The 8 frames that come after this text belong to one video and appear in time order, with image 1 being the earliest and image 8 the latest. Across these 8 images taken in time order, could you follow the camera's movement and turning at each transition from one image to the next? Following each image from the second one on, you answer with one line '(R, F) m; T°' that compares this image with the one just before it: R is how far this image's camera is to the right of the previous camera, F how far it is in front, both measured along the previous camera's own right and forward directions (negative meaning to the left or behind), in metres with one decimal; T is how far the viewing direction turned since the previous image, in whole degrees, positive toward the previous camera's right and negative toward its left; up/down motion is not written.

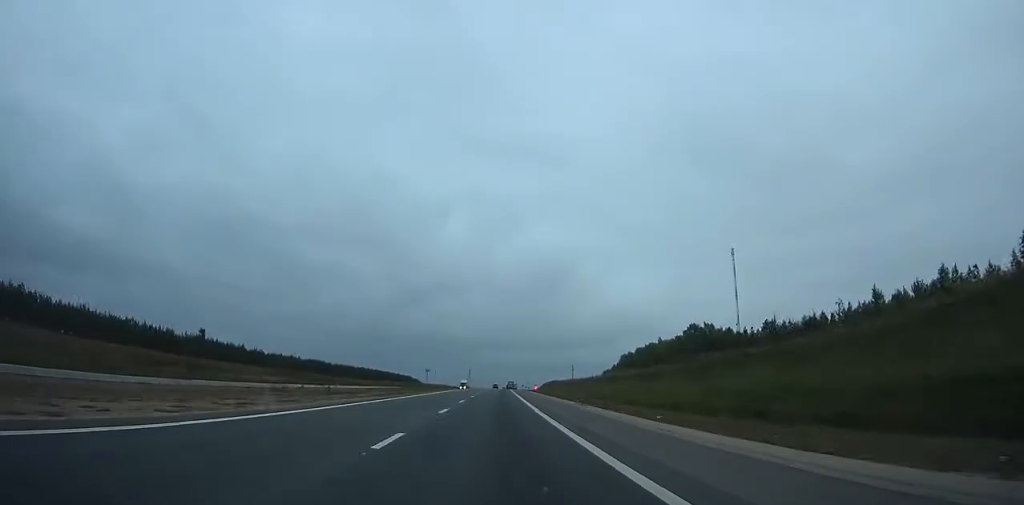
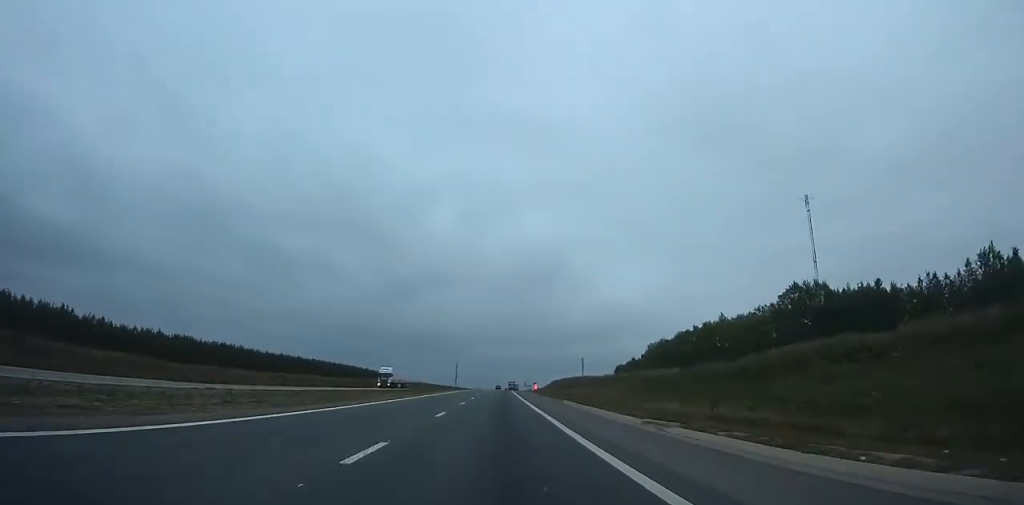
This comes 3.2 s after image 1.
(+0.5, +86.2) m; +1°
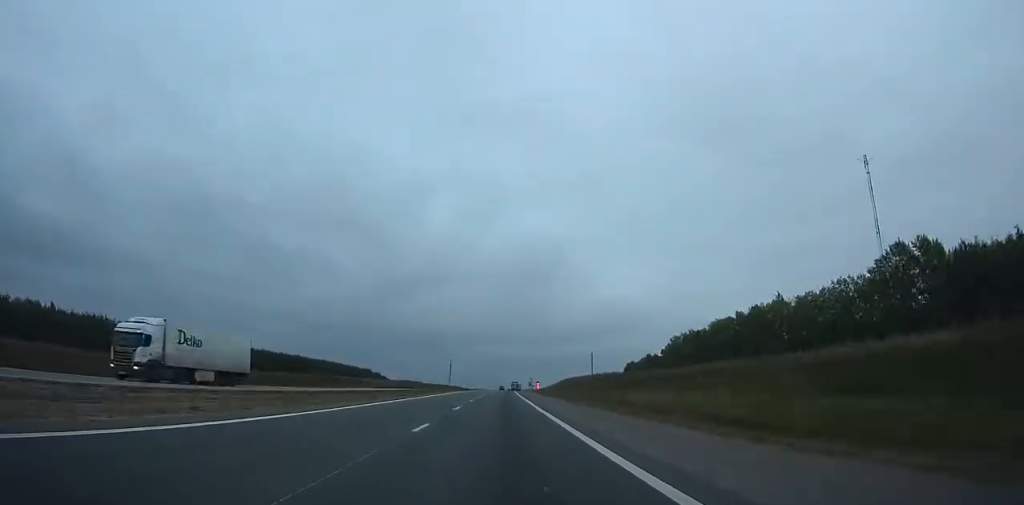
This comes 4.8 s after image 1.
(+0.1, +42.5) m; 0°
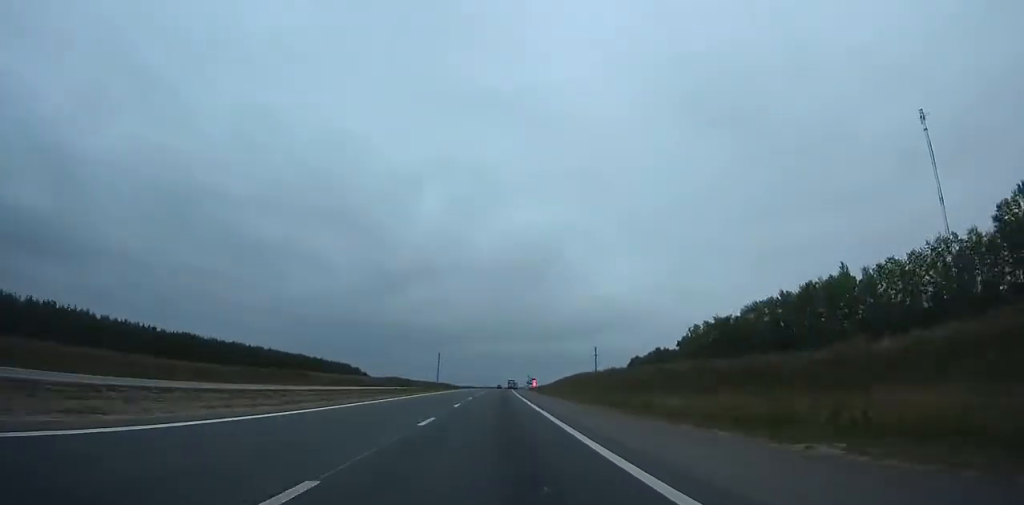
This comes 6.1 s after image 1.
(-0.2, +34.5) m; 0°
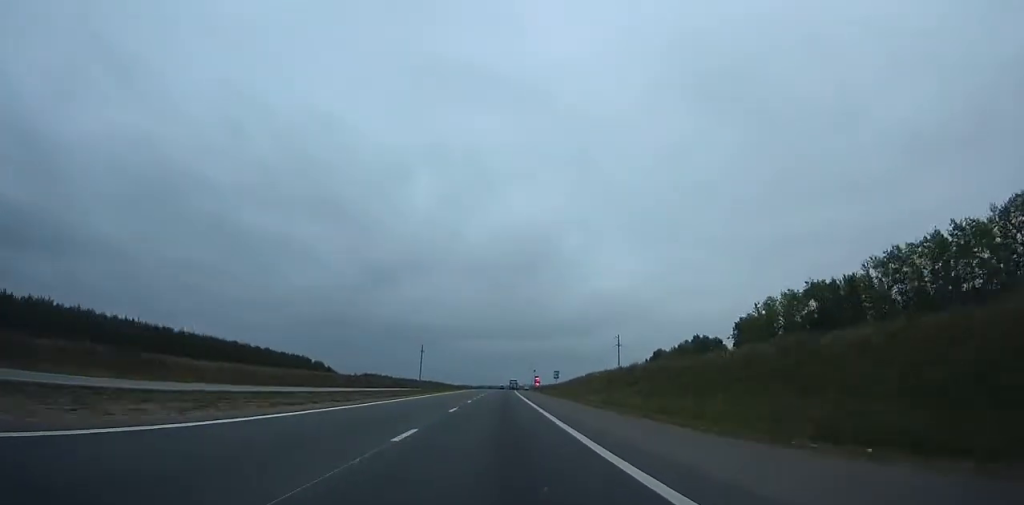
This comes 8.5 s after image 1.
(+0.8, +63.0) m; +1°
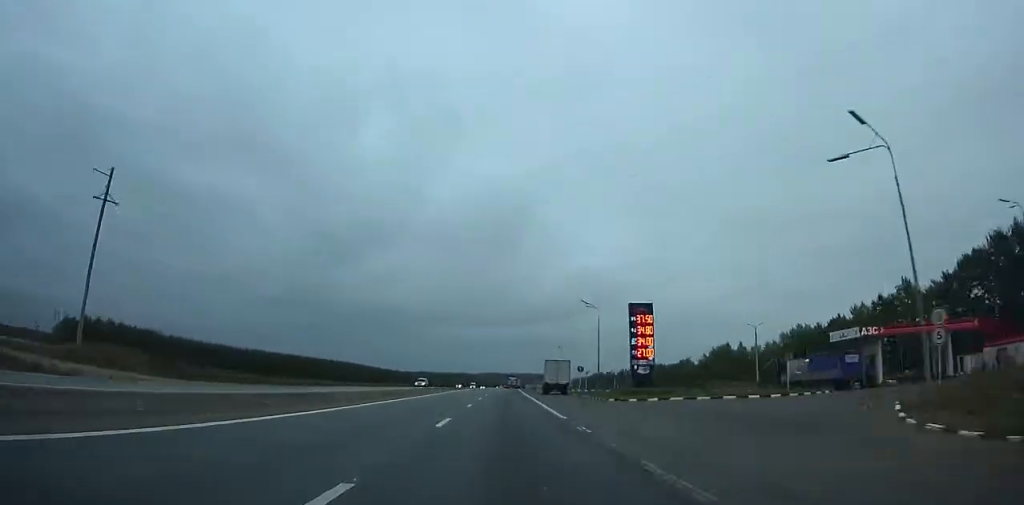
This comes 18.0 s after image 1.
(+5.4, +246.7) m; +2°
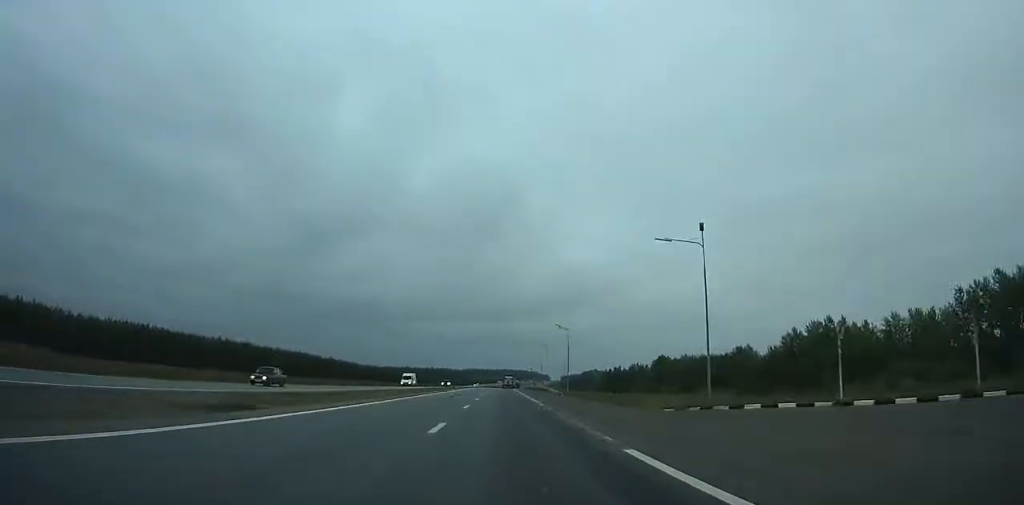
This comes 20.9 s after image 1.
(+0.2, +74.4) m; +1°
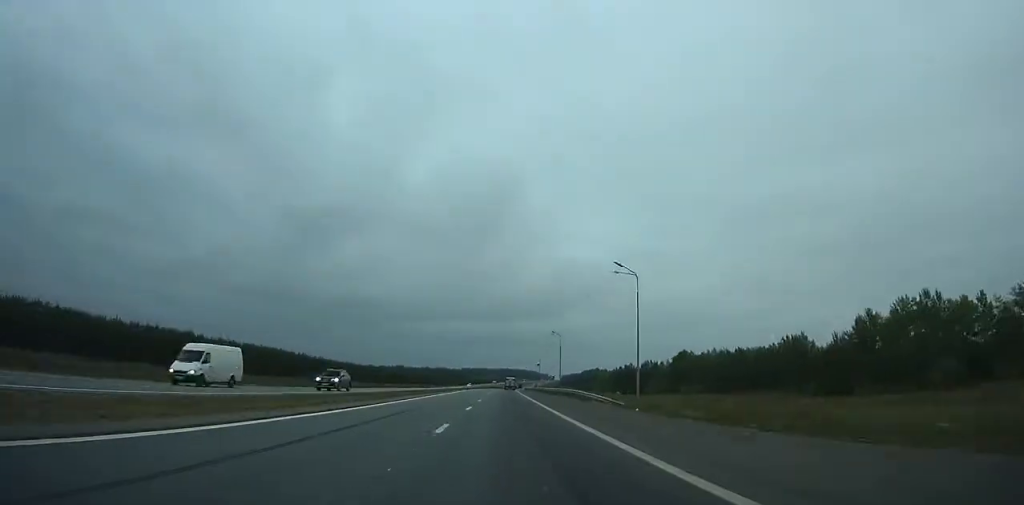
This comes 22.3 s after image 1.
(+0.2, +35.7) m; 0°
